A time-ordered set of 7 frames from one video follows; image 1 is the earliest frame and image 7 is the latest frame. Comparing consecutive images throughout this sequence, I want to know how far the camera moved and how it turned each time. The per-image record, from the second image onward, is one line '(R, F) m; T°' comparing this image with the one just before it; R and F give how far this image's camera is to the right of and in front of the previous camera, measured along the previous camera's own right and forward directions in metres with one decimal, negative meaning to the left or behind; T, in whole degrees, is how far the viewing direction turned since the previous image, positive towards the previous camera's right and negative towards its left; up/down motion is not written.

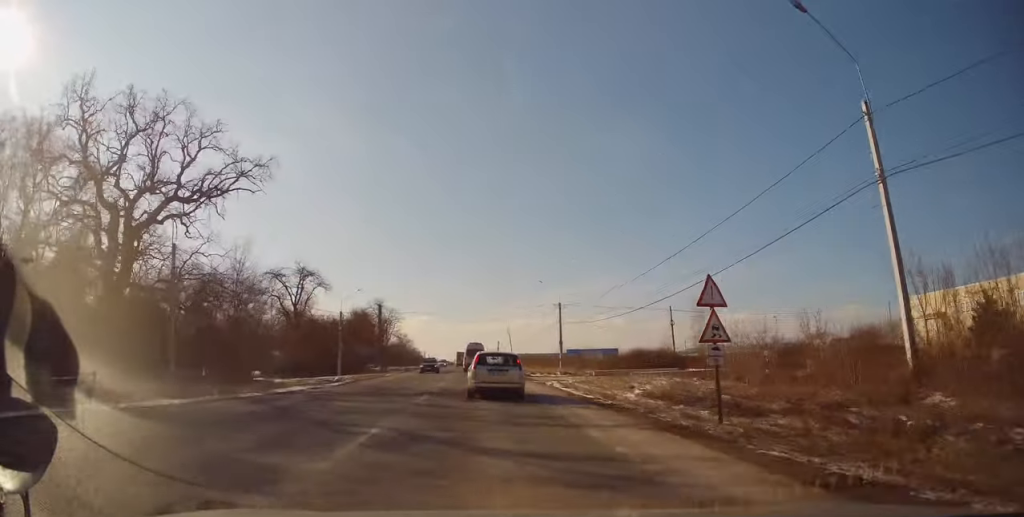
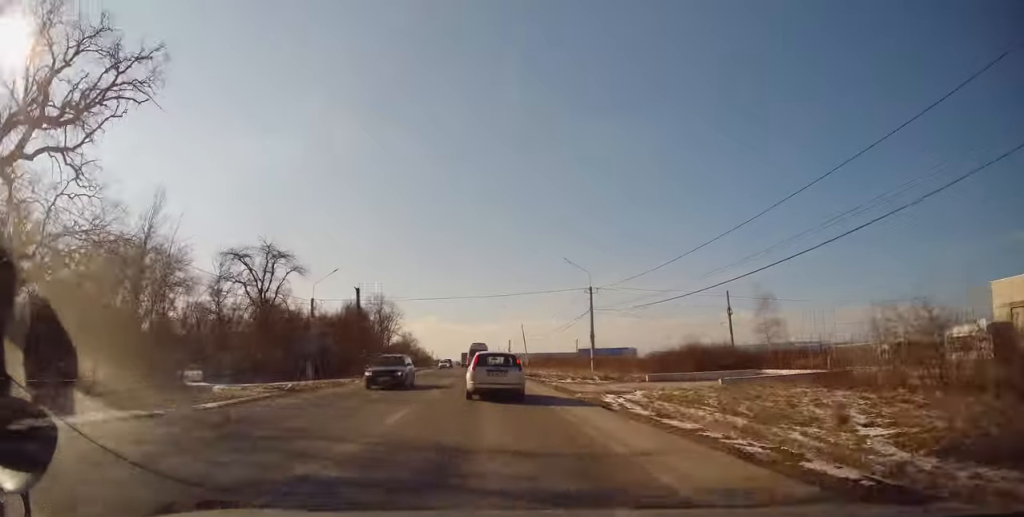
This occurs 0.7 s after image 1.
(+0.3, +14.0) m; 0°
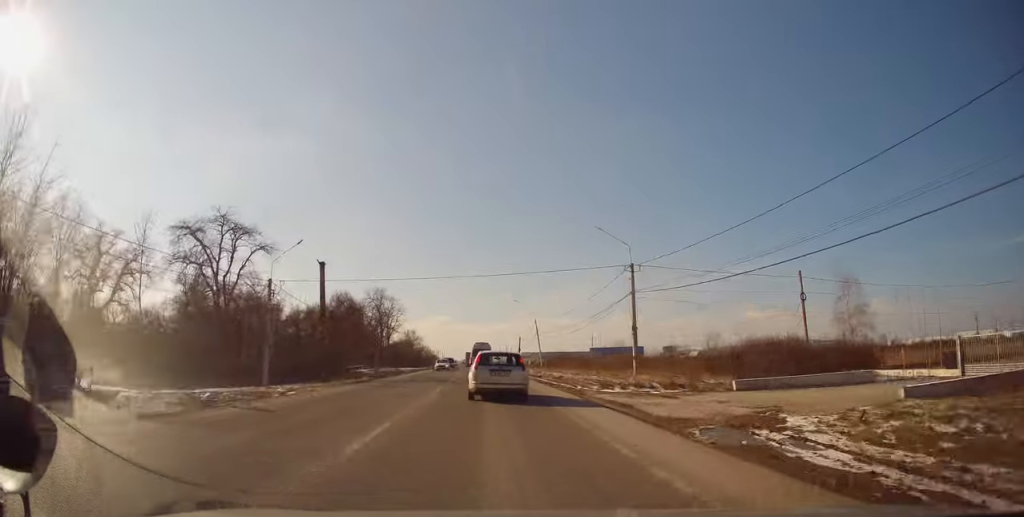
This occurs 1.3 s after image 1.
(-0.3, +12.0) m; -1°
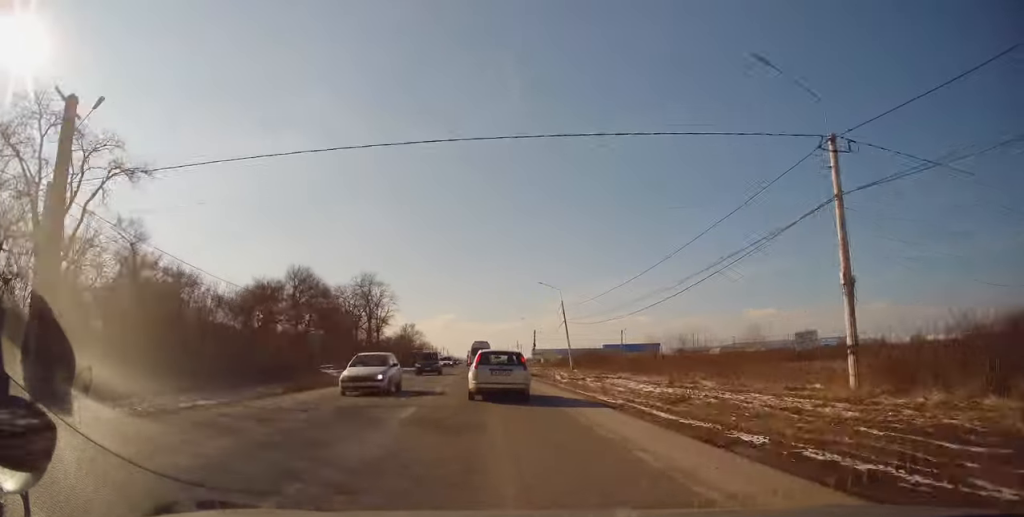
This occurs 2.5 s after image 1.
(-0.2, +23.2) m; -1°
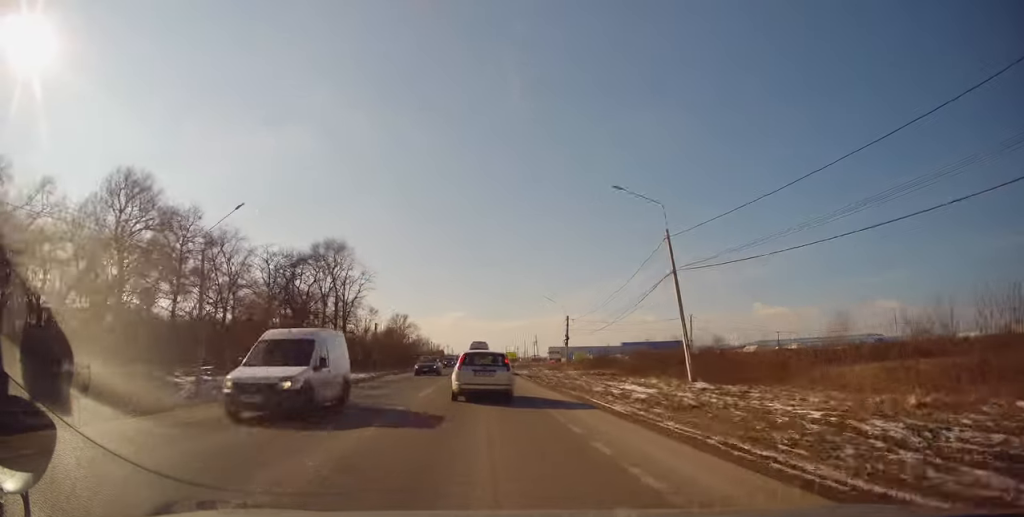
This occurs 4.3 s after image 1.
(-0.1, +35.9) m; -1°
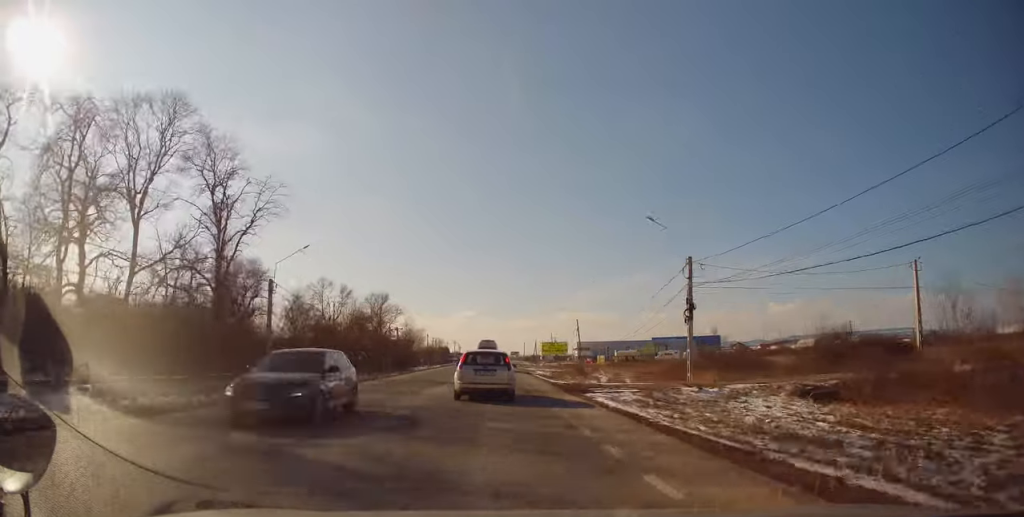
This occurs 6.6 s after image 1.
(-1.4, +45.3) m; -1°
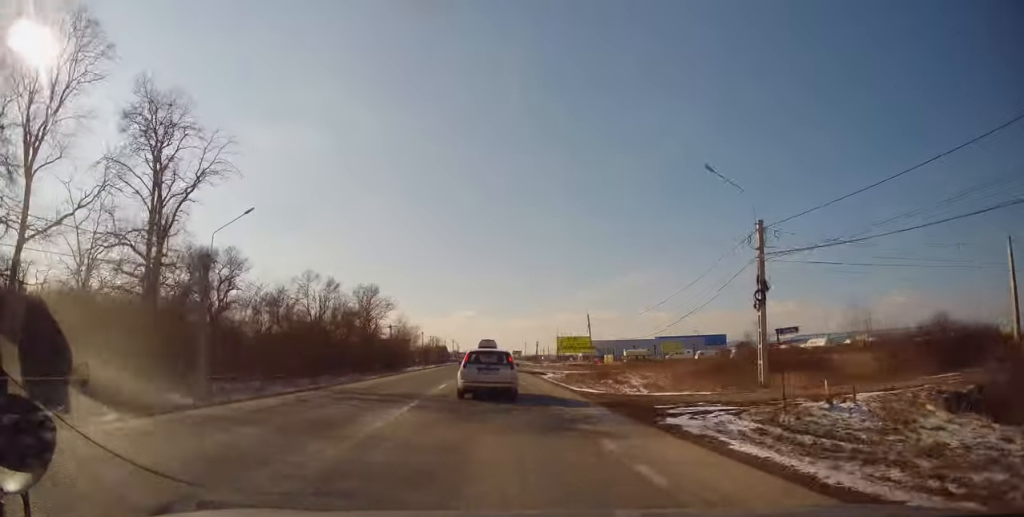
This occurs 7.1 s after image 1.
(+0.3, +9.7) m; 0°
